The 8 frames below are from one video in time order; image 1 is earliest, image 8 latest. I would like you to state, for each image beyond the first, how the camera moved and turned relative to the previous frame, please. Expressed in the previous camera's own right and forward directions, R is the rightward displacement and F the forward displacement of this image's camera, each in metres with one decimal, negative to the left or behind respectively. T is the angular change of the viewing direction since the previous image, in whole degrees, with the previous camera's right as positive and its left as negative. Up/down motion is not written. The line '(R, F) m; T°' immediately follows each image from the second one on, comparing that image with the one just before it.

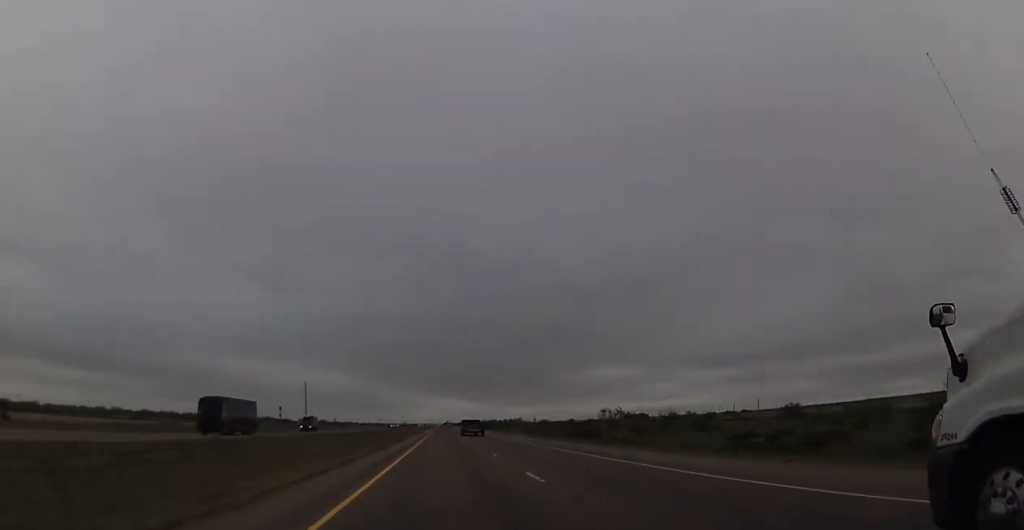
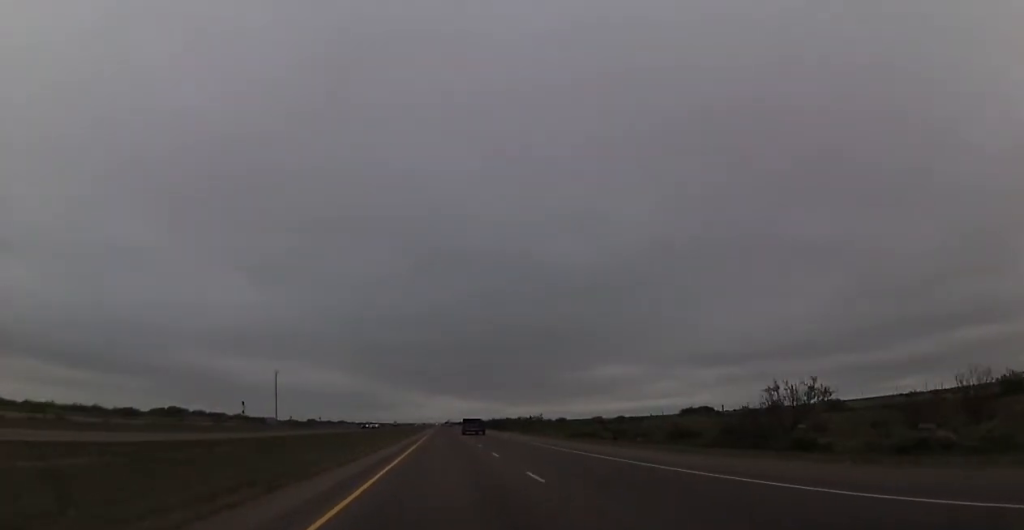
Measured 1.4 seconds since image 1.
(-0.1, +48.8) m; -1°
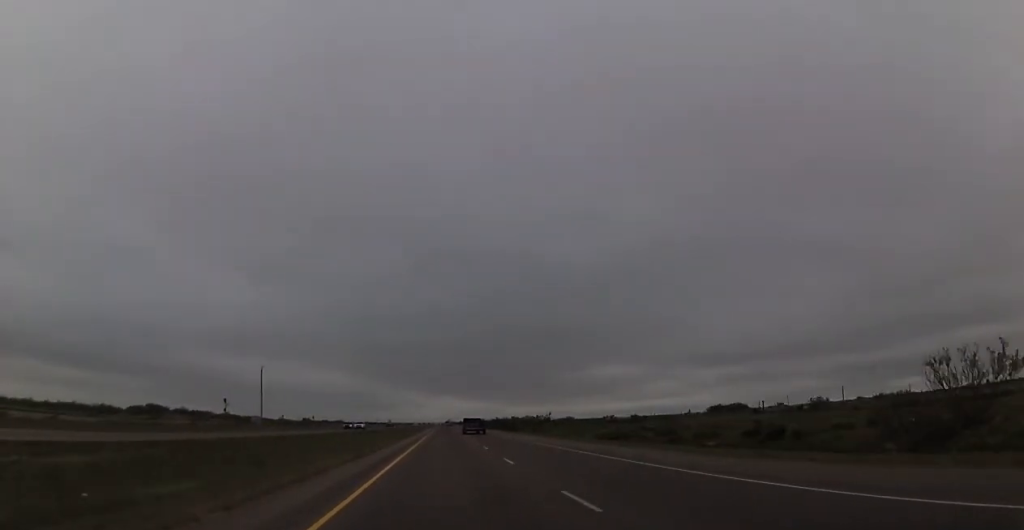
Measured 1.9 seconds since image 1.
(-0.1, +17.4) m; 0°
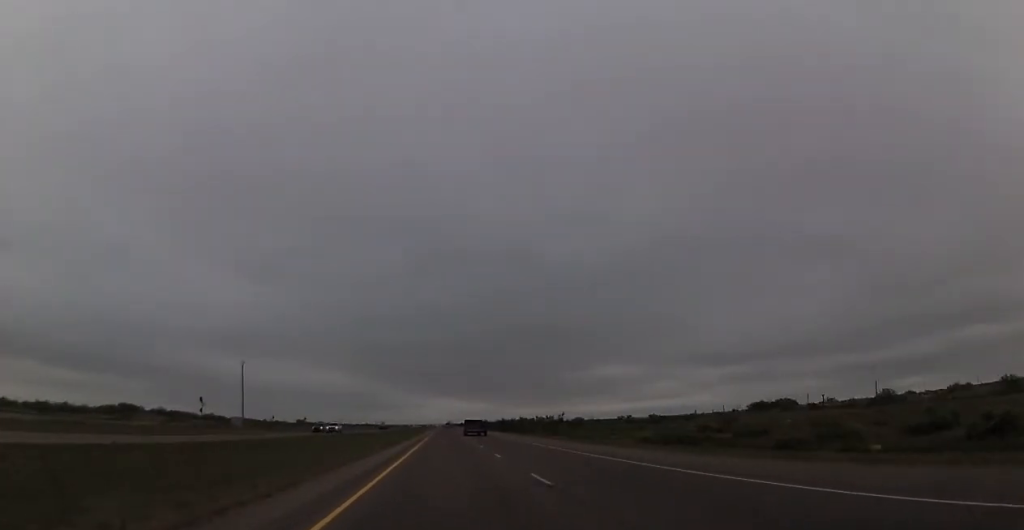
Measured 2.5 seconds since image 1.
(-0.2, +19.7) m; 0°
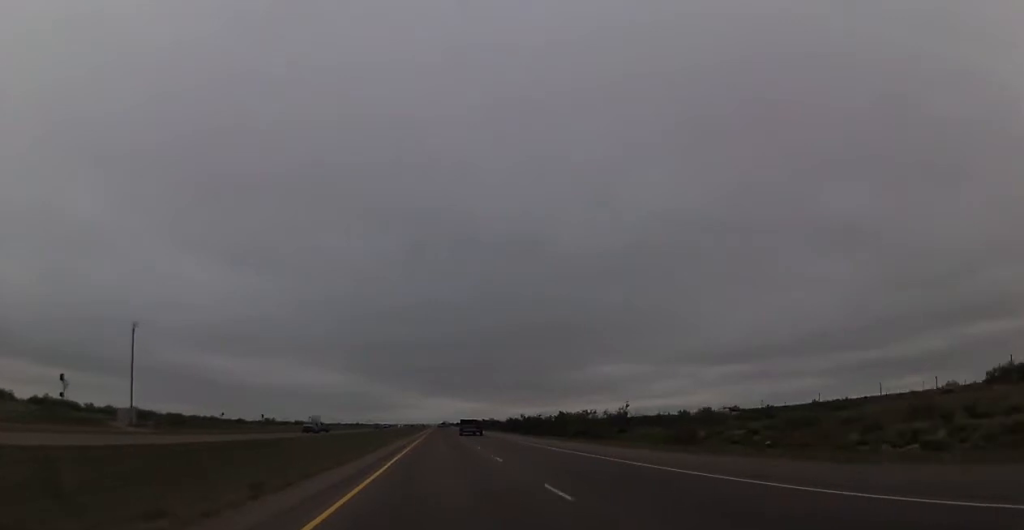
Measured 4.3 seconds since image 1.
(+0.1, +63.7) m; -1°
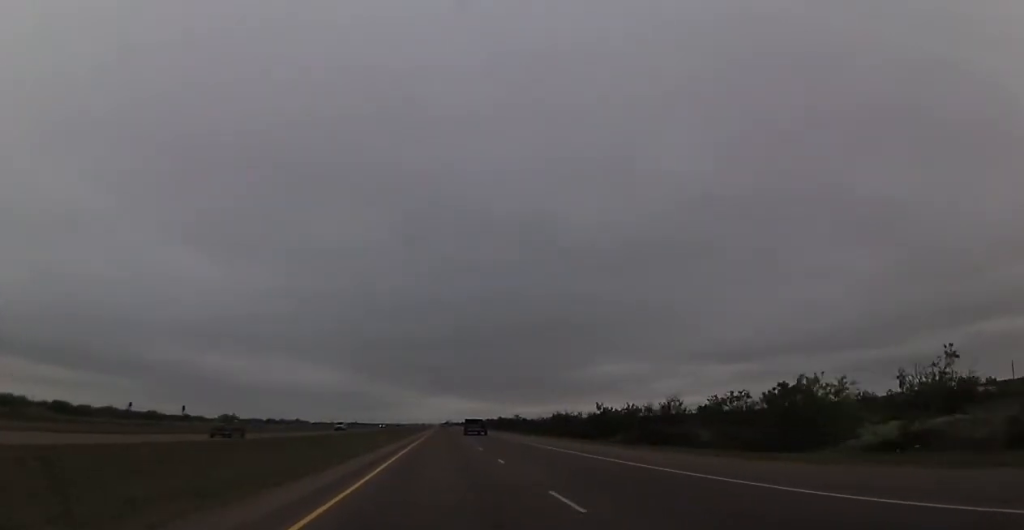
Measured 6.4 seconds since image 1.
(+1.1, +74.4) m; +1°
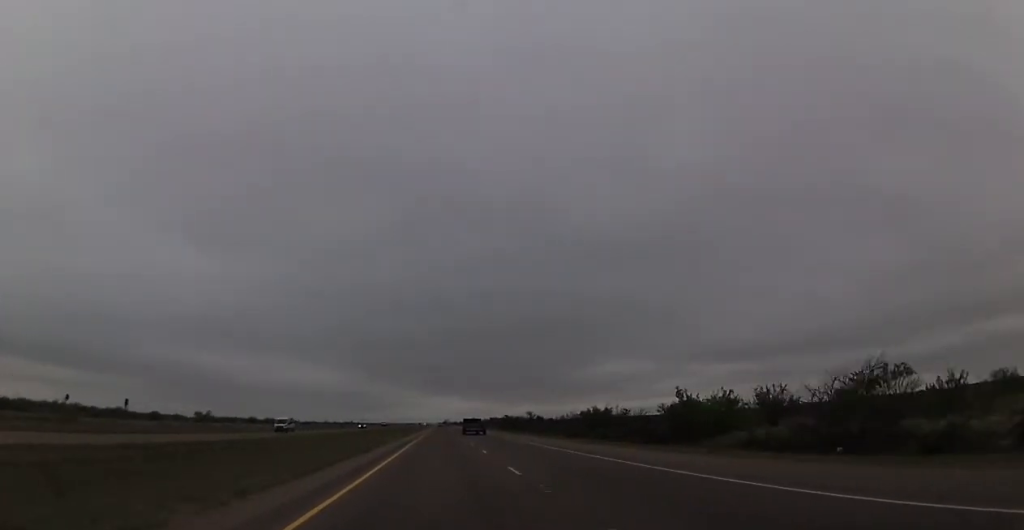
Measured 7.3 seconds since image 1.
(-0.5, +29.1) m; -1°
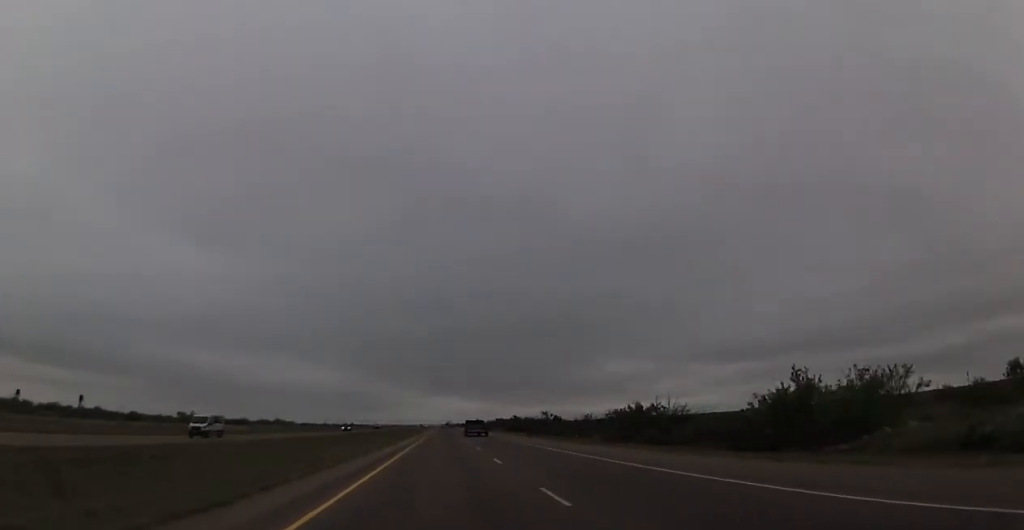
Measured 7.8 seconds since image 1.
(-0.1, +18.6) m; 0°
